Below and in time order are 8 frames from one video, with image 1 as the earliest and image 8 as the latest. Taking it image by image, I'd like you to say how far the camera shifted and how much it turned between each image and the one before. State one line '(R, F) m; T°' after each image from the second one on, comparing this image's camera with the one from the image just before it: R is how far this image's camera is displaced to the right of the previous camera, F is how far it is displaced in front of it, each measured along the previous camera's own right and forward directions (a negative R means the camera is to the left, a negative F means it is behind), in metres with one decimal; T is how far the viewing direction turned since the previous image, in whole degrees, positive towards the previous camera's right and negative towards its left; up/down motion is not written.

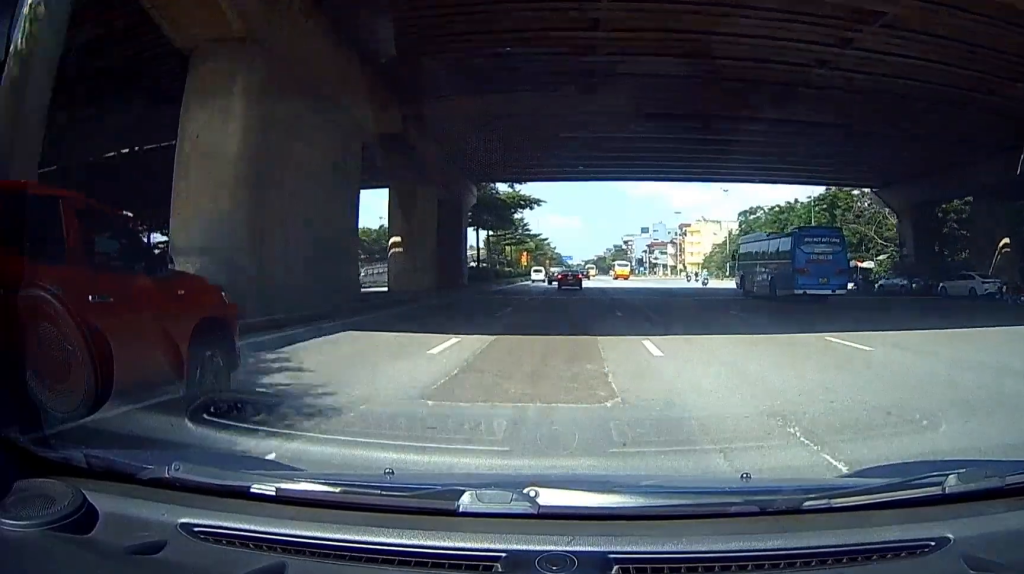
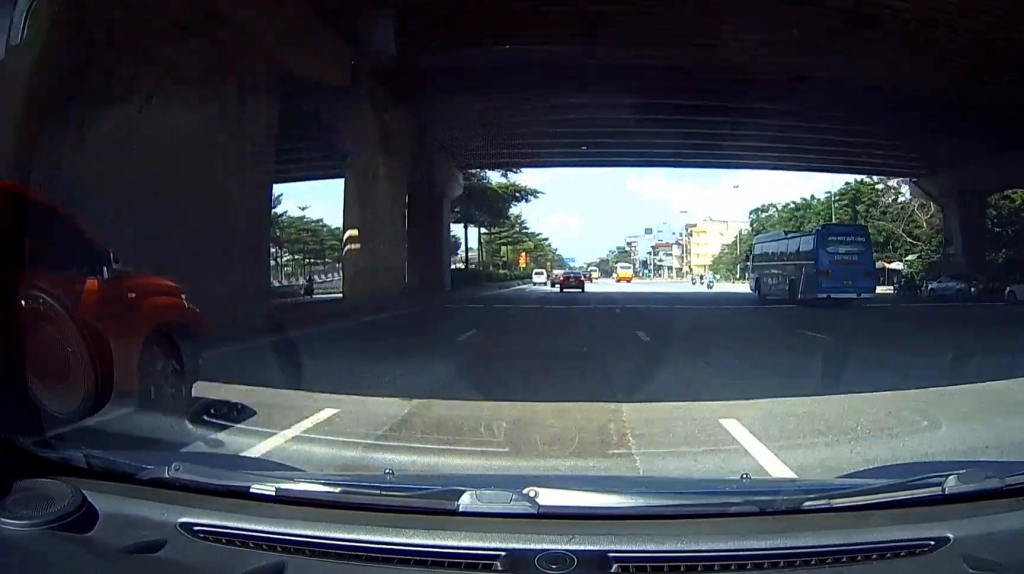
(0.0, +6.6) m; 0°
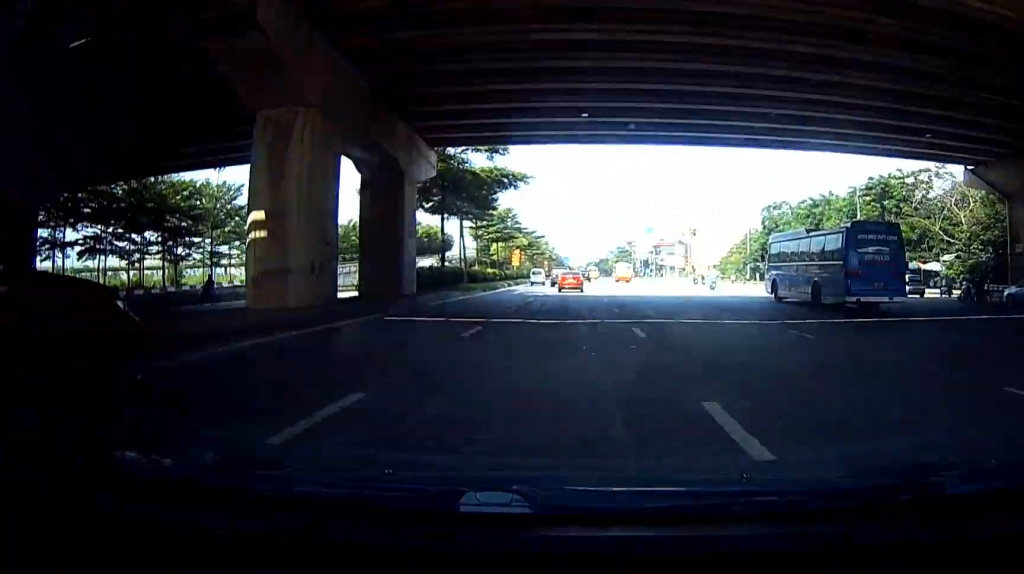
(0.0, +7.9) m; 0°
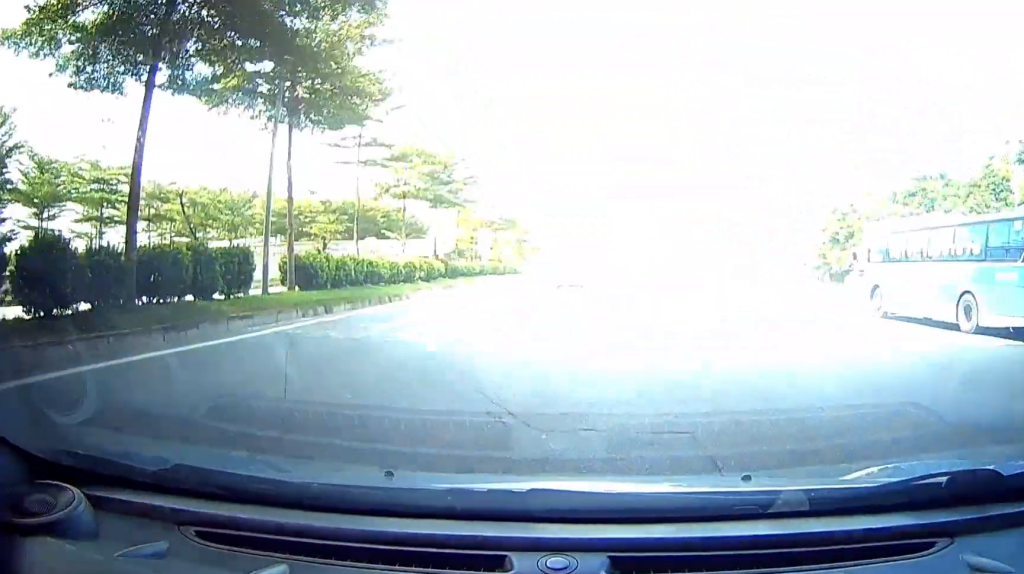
(+0.1, +28.6) m; +1°
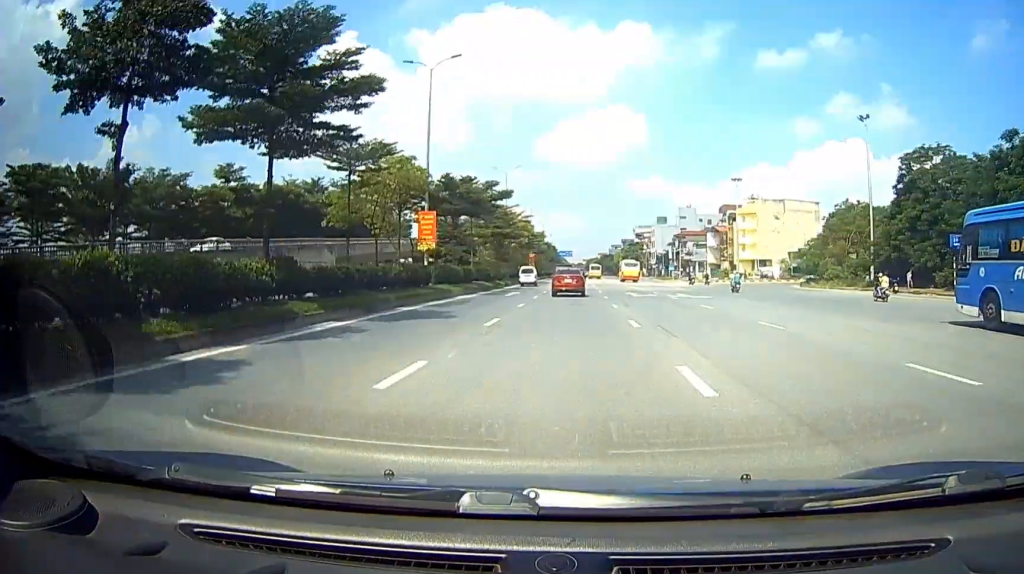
(+0.2, +17.7) m; +1°
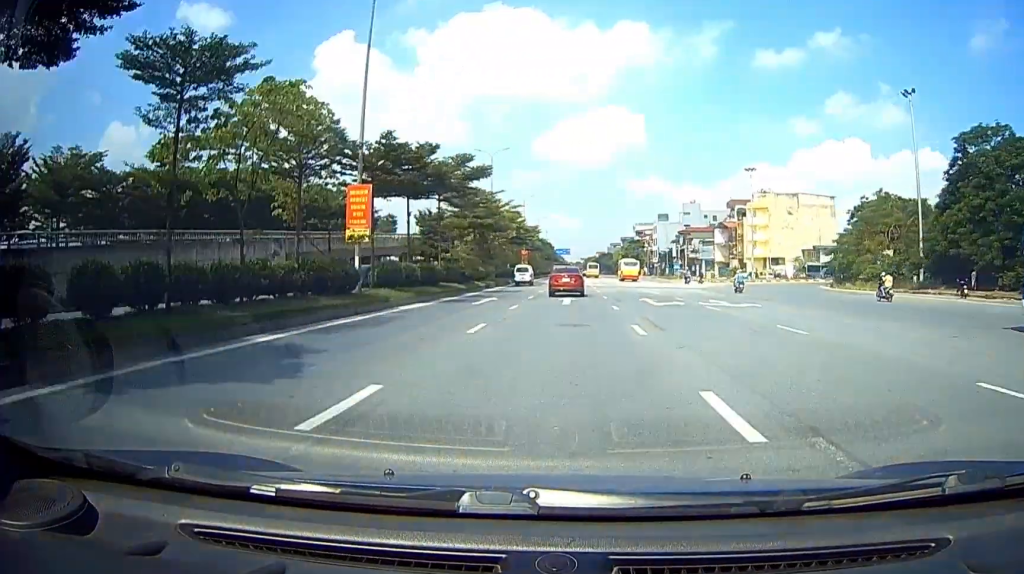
(0.0, +9.7) m; 0°
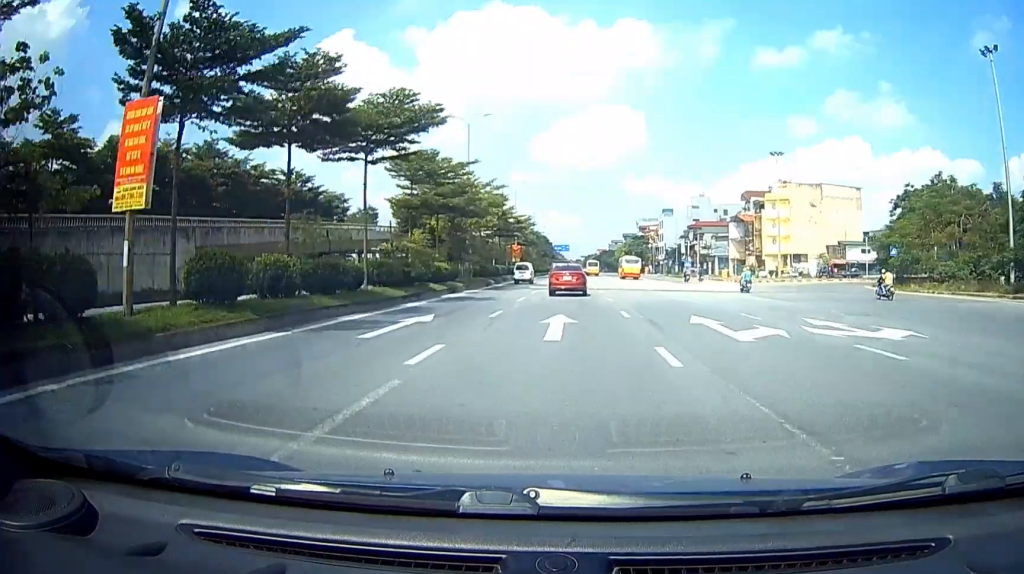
(0.0, +12.5) m; 0°
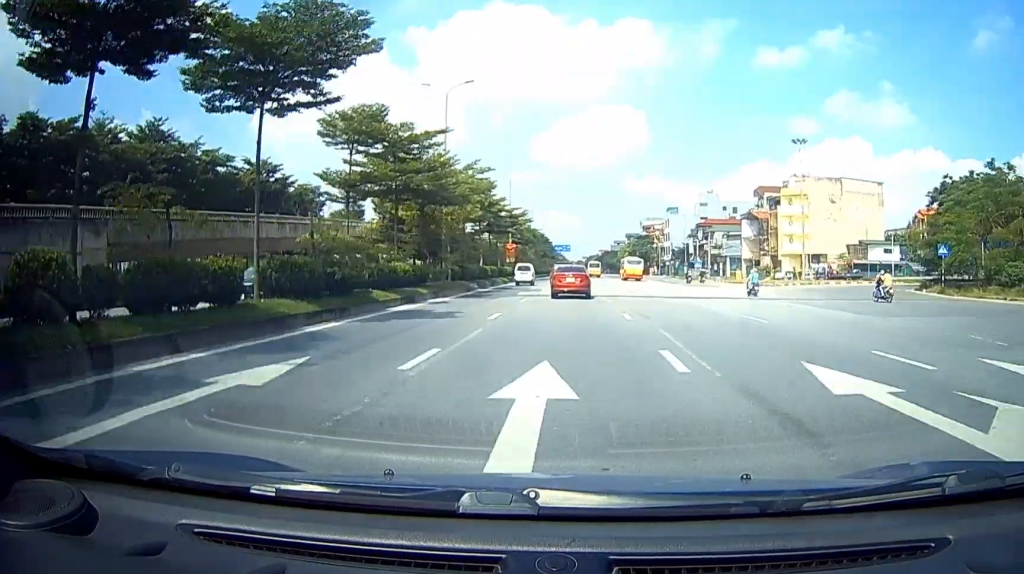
(0.0, +9.1) m; -1°
